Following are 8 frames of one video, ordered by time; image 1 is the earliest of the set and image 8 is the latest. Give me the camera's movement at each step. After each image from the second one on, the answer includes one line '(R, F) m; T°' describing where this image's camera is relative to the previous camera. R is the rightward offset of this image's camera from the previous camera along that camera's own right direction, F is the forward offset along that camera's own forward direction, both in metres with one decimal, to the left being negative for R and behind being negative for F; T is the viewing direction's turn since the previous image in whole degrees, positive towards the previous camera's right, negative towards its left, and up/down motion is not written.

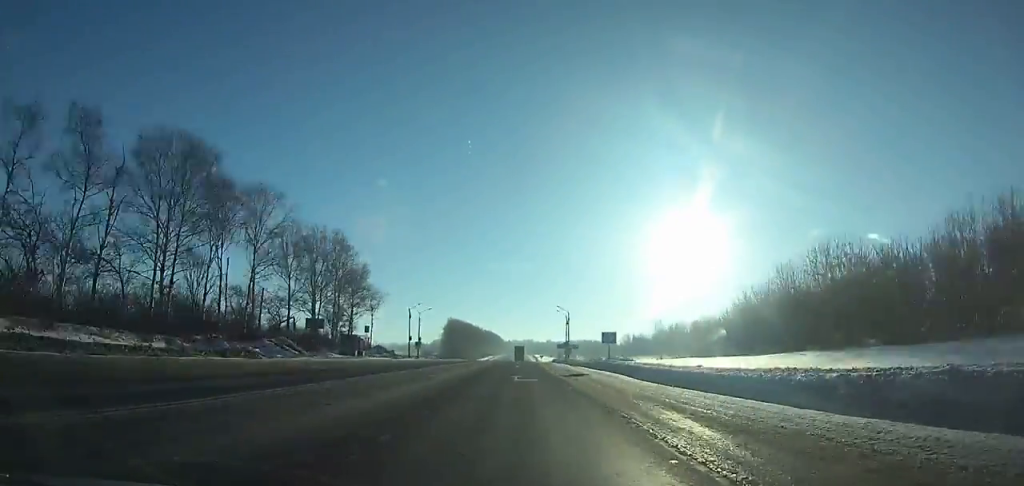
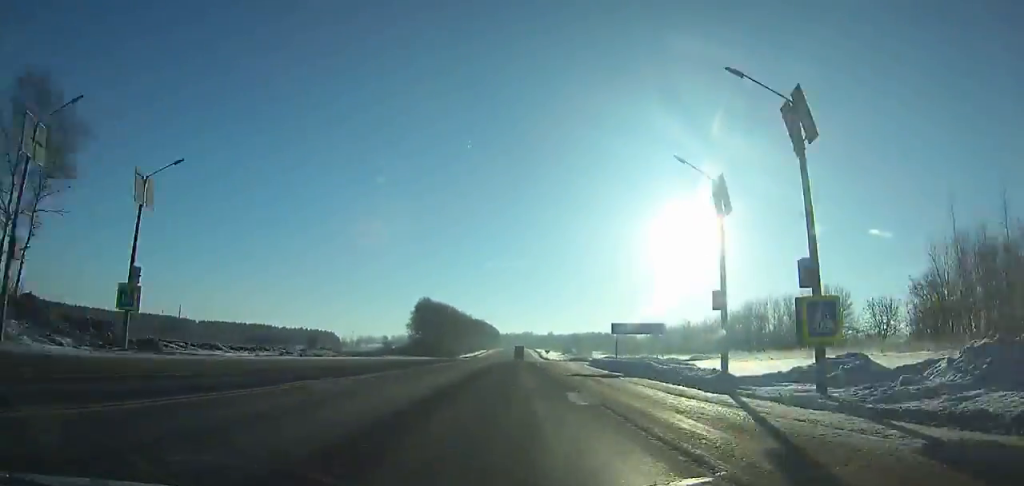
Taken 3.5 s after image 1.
(0.0, +75.5) m; 0°
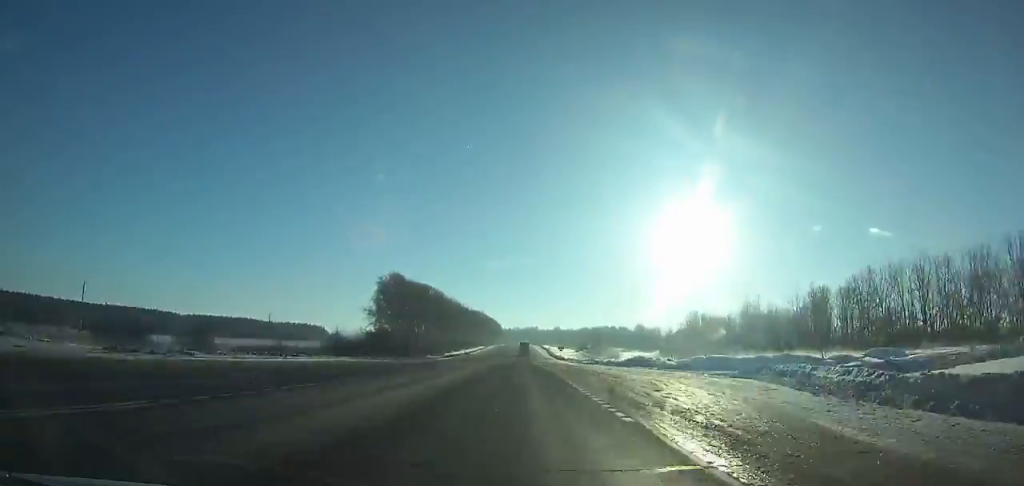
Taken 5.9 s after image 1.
(0.0, +52.4) m; 0°
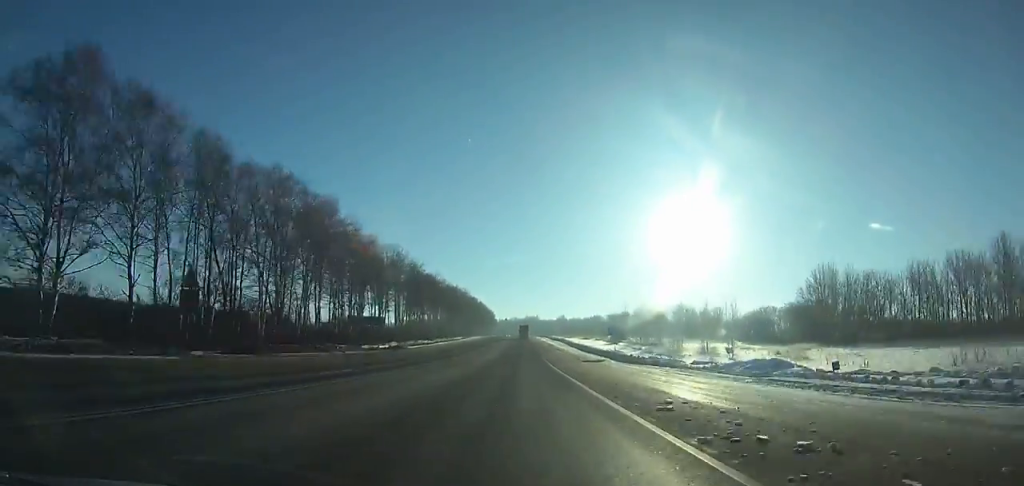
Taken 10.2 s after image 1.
(+0.4, +95.0) m; 0°
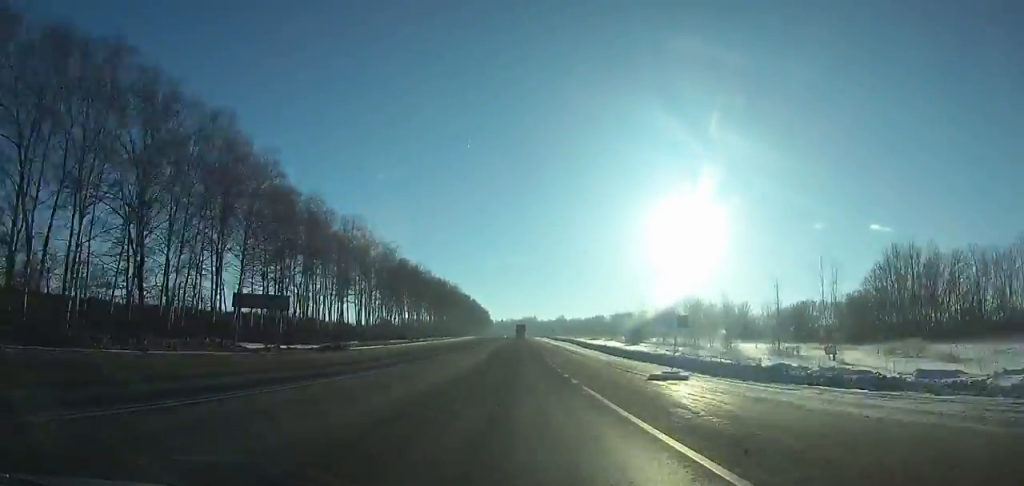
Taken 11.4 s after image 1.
(+0.1, +26.5) m; 0°
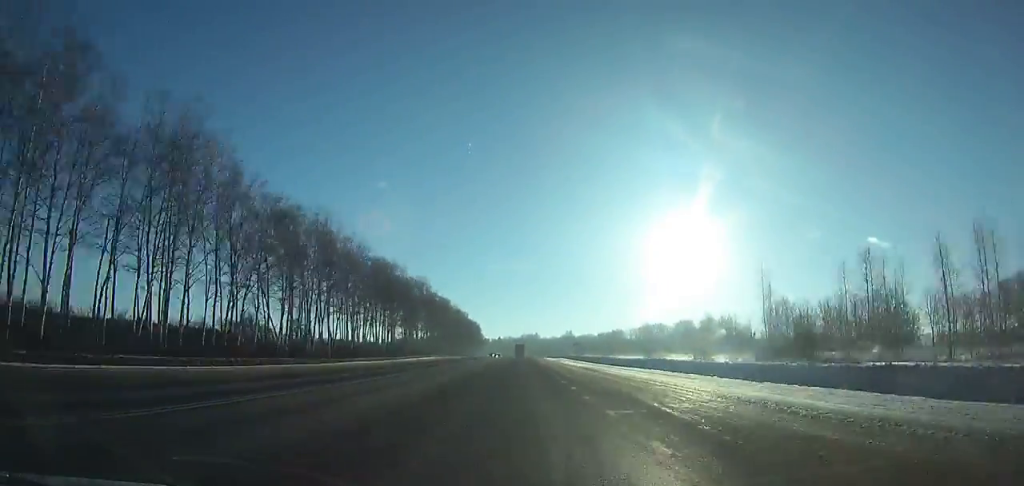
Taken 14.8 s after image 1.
(-0.2, +74.6) m; 0°
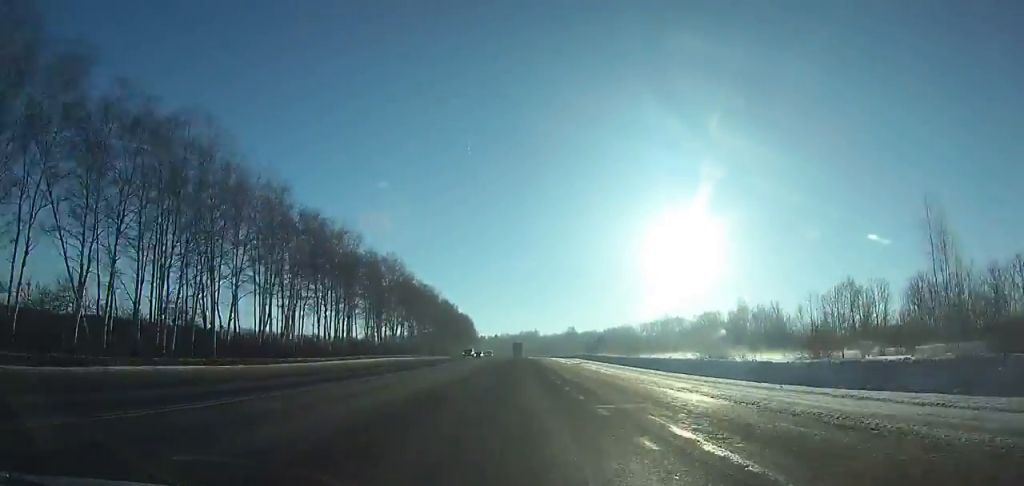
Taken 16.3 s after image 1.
(-0.1, +32.3) m; 0°
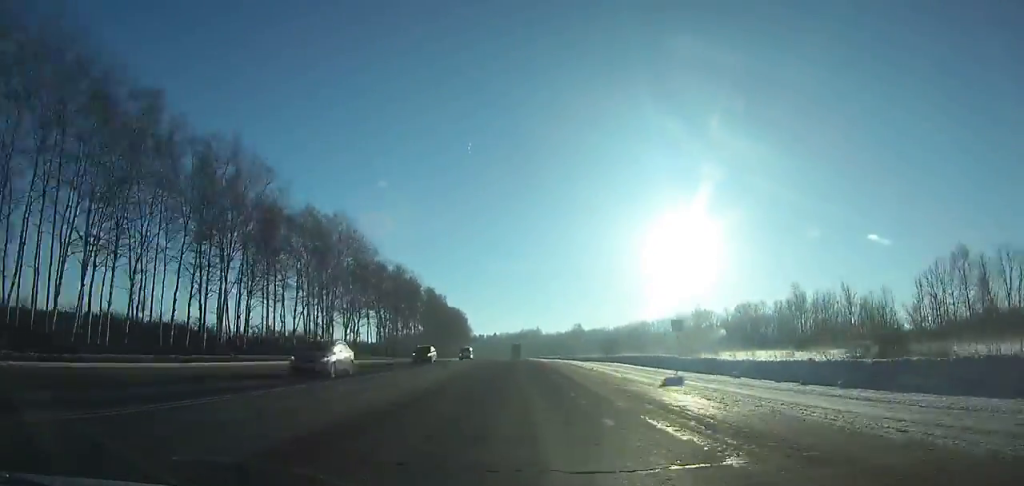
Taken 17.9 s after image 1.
(0.0, +34.3) m; 0°
